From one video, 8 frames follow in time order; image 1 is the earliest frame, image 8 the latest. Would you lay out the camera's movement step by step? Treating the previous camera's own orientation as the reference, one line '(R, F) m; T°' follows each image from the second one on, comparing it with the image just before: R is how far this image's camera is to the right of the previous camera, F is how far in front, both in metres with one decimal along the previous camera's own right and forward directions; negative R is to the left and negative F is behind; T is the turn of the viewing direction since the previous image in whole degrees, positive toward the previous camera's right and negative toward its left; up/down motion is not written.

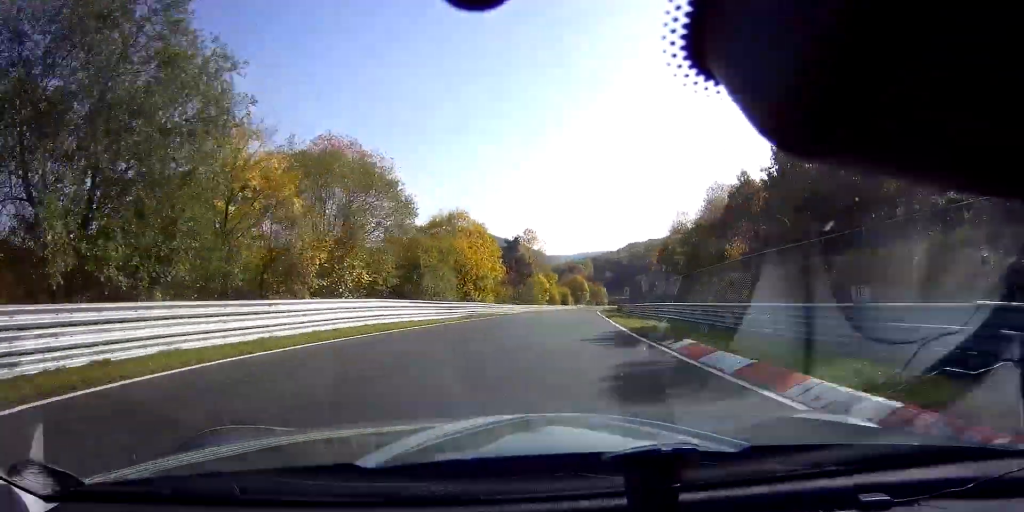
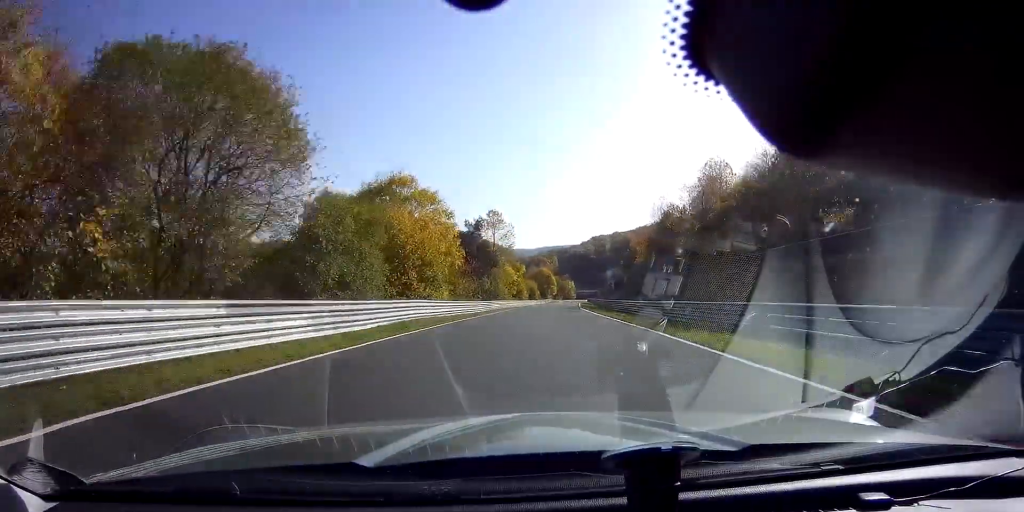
(+2.3, +15.7) m; +5°
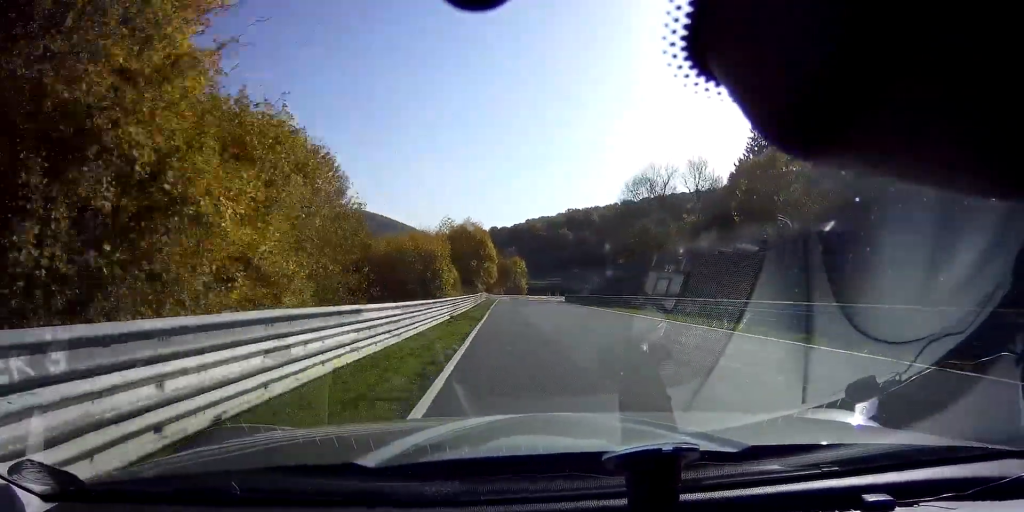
(+11.8, +103.5) m; +9°
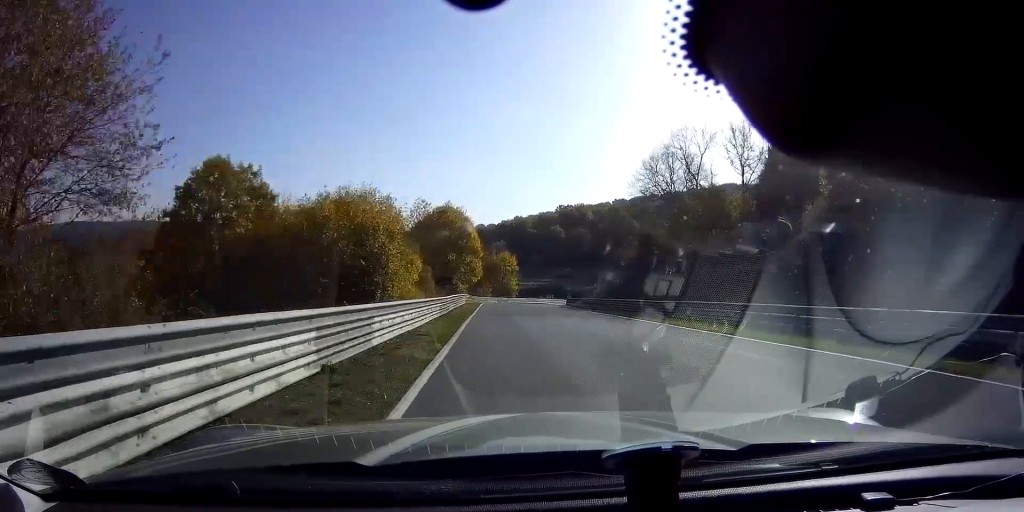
(+0.5, +16.8) m; +1°
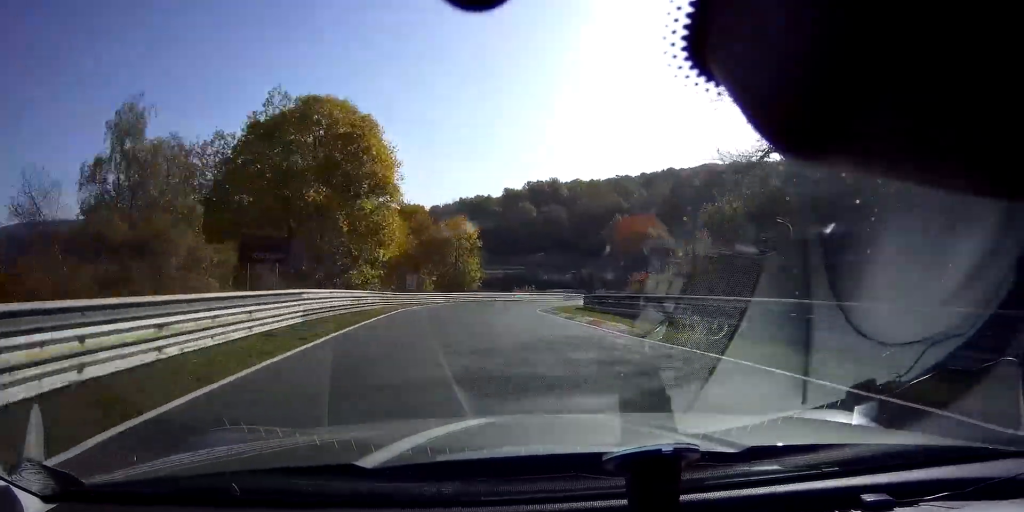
(+1.1, +36.0) m; +4°
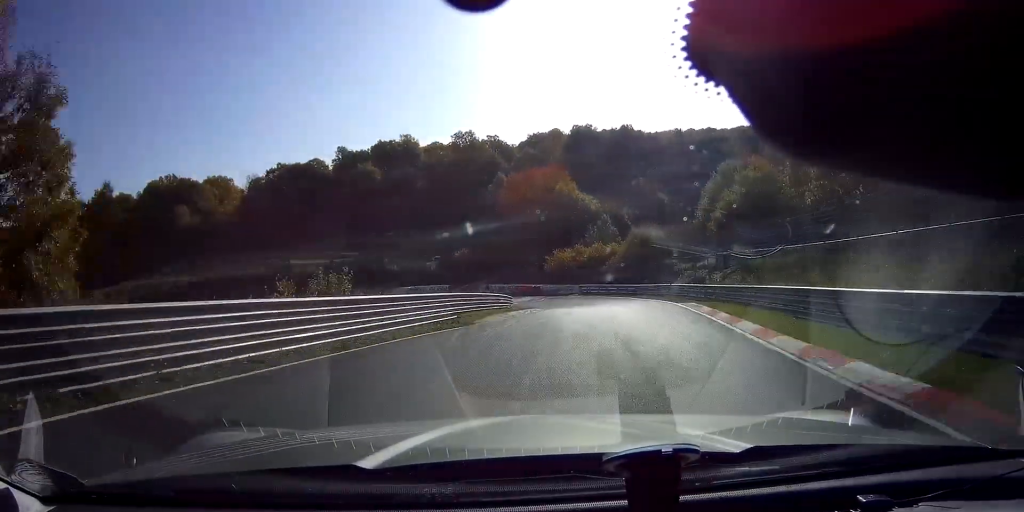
(+4.3, +51.7) m; +13°
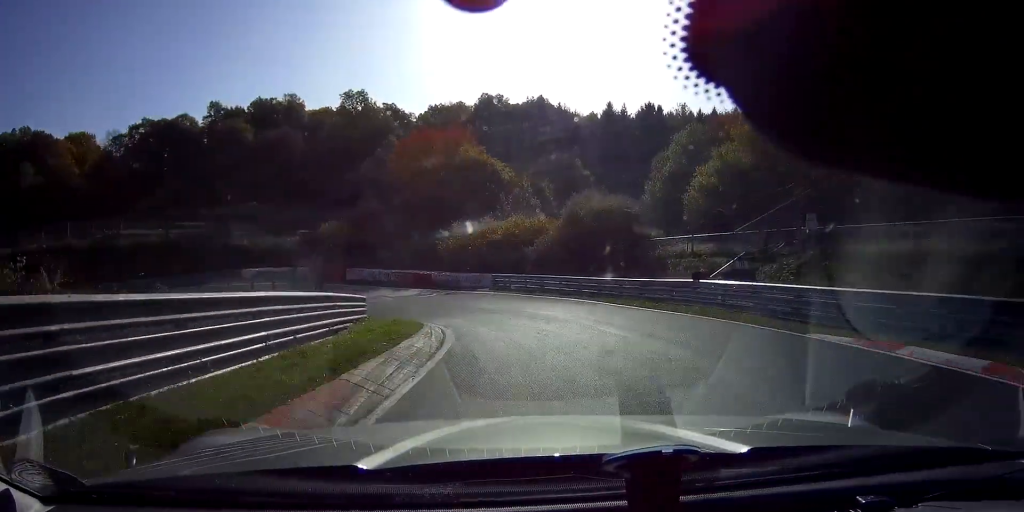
(+2.2, +19.6) m; +3°
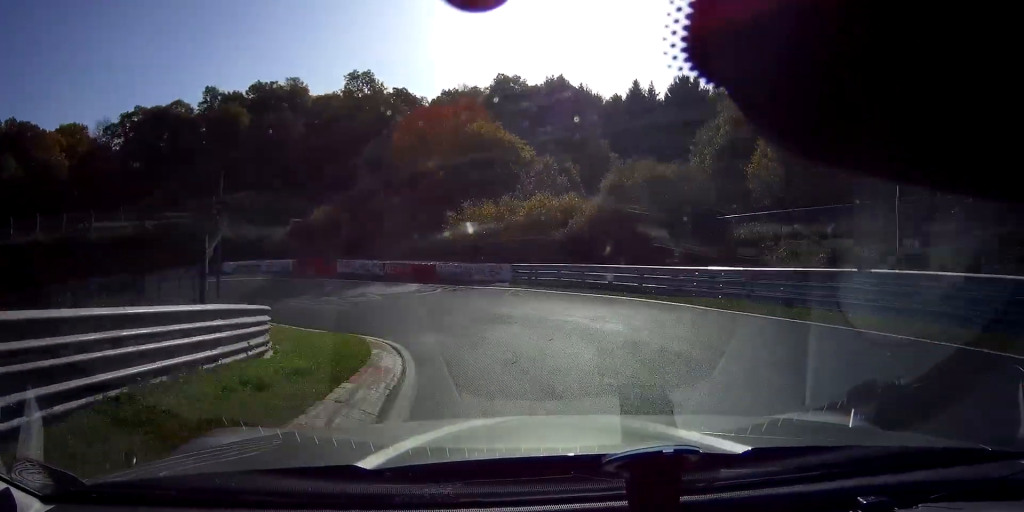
(-0.4, +8.6) m; -2°
